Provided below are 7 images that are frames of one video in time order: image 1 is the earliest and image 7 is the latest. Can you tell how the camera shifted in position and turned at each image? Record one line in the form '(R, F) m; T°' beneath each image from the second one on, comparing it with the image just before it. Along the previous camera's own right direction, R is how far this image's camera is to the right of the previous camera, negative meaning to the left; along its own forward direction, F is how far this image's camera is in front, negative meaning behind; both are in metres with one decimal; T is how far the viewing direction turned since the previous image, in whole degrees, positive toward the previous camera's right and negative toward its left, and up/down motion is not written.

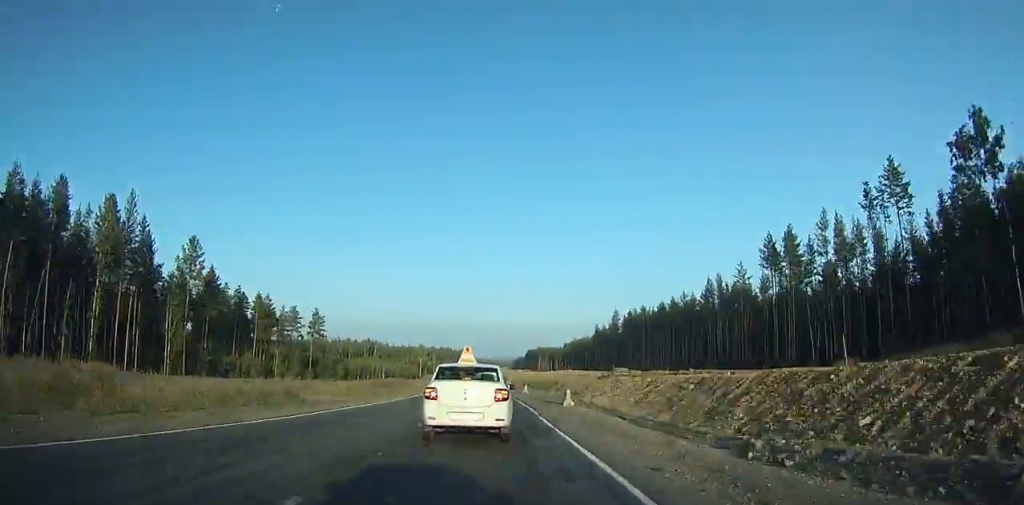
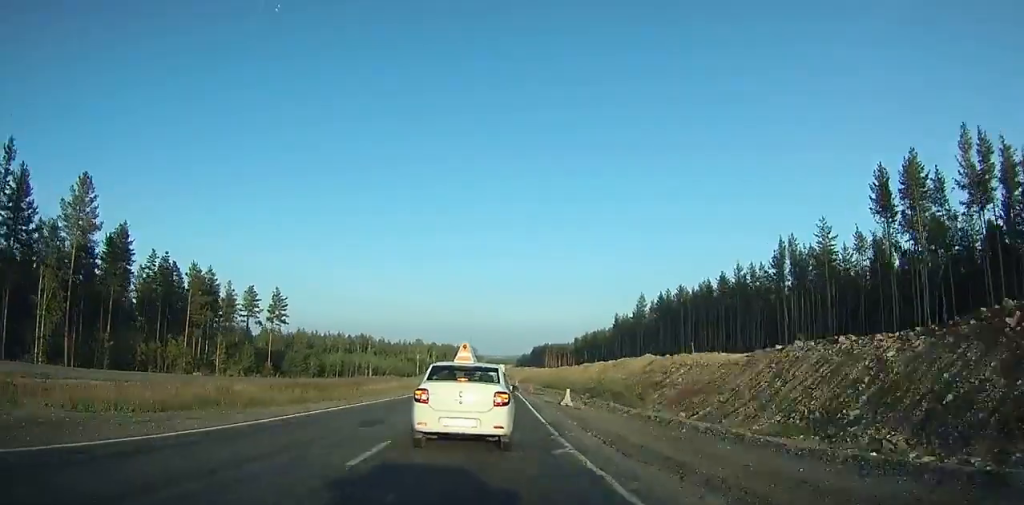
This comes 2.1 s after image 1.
(+0.5, +30.1) m; -3°
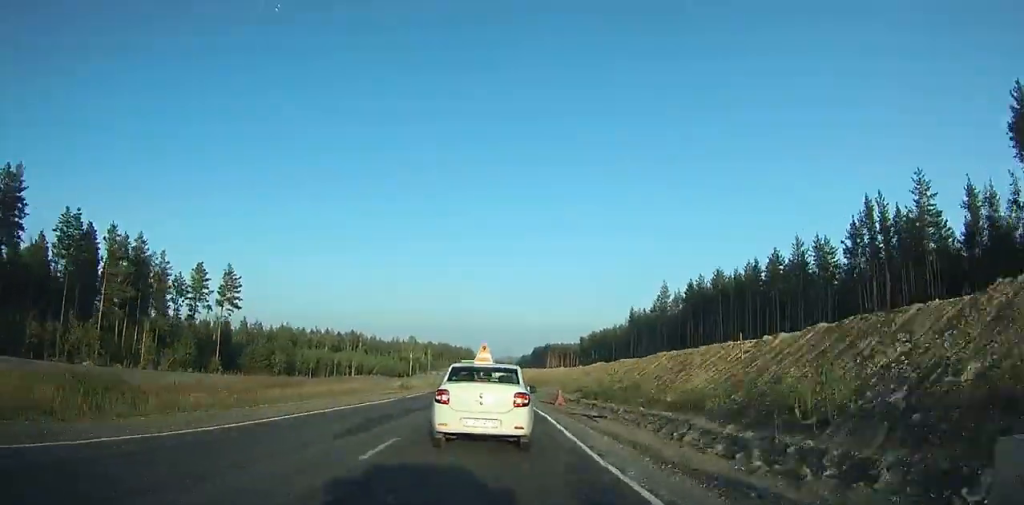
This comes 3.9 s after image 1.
(-1.9, +23.5) m; +2°
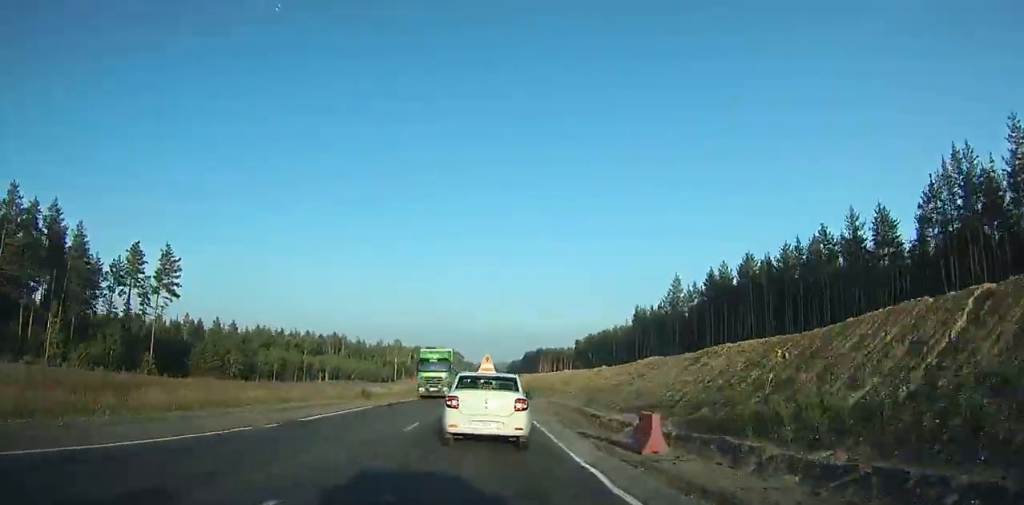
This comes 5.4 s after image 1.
(-0.8, +19.1) m; +2°
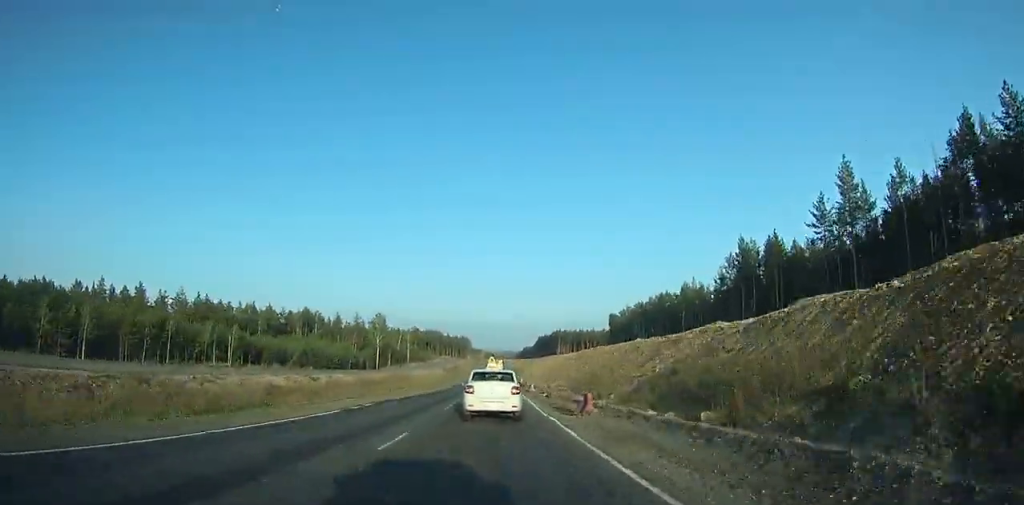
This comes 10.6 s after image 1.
(+4.6, +64.5) m; 0°
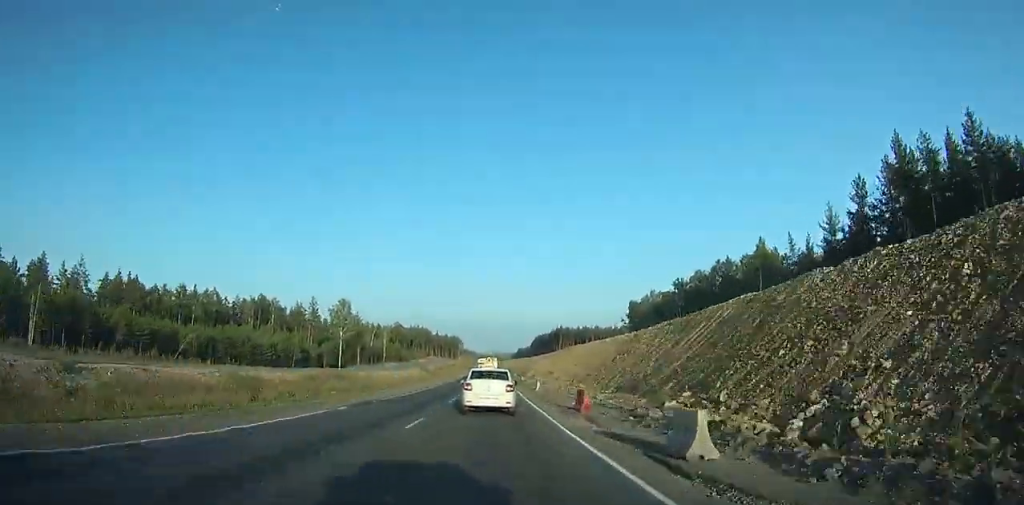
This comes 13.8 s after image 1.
(-0.4, +41.3) m; -1°
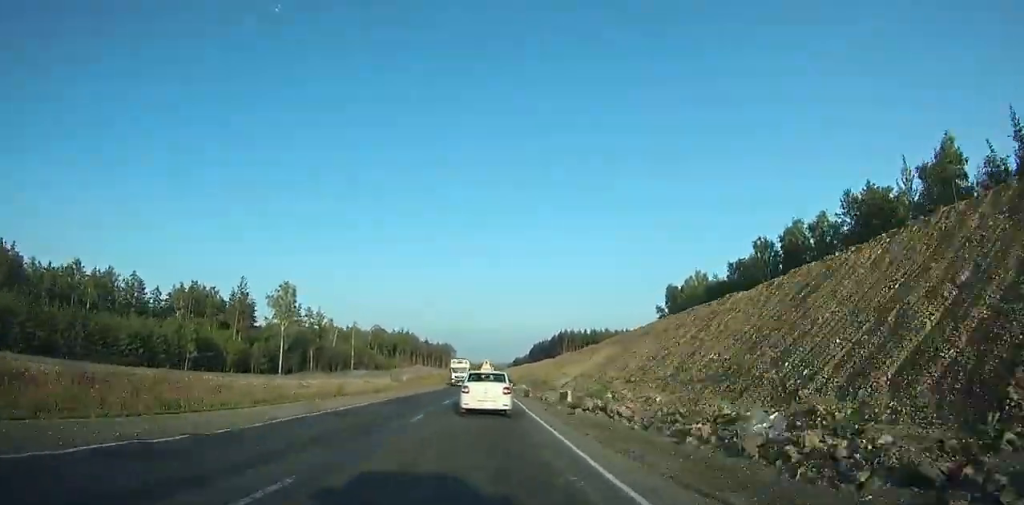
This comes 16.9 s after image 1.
(0.0, +41.9) m; 0°
